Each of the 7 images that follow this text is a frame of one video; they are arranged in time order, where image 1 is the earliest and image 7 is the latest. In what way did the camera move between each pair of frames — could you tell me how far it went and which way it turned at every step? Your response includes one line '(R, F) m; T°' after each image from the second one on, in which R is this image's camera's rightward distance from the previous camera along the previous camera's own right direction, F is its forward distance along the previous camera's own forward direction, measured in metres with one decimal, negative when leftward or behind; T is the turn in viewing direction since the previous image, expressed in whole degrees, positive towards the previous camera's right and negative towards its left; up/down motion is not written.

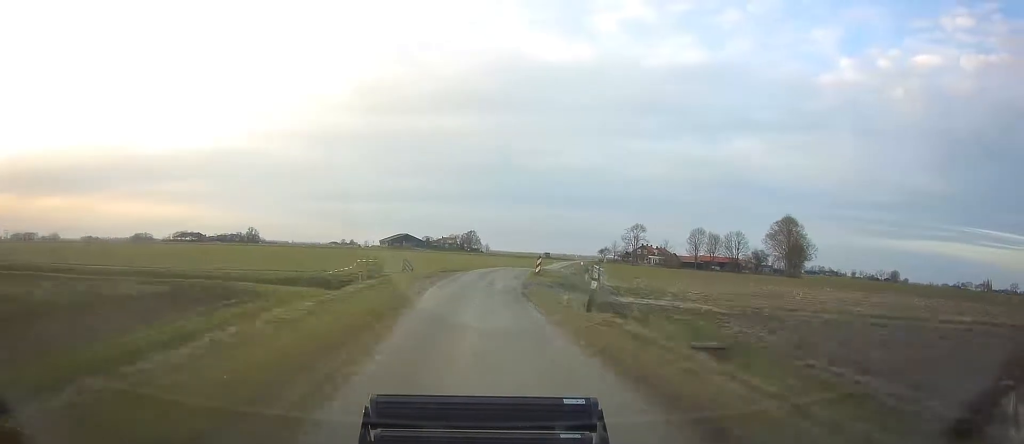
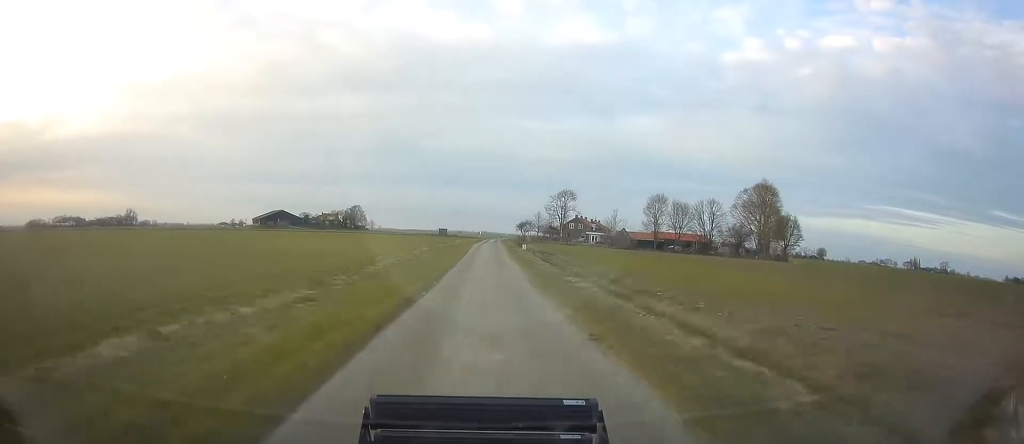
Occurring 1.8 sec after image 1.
(+3.9, +59.2) m; +8°
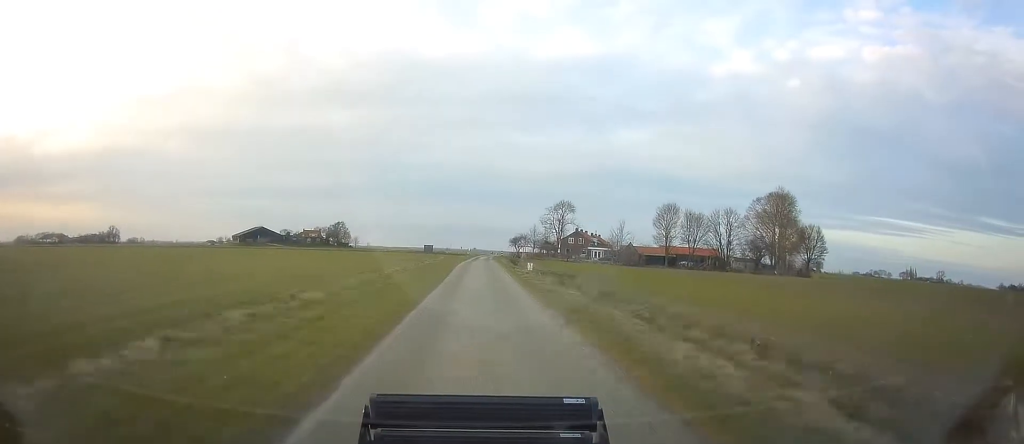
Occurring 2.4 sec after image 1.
(+0.6, +18.0) m; +1°
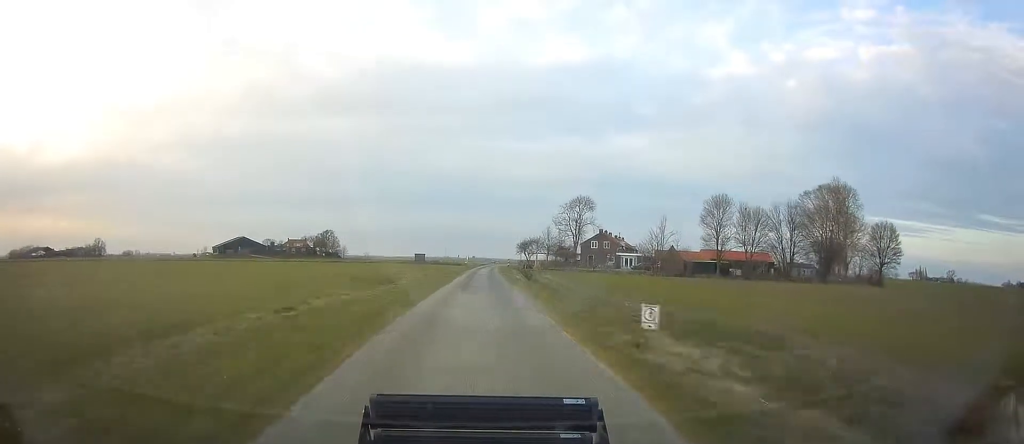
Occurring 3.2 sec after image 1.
(+0.5, +28.5) m; +1°
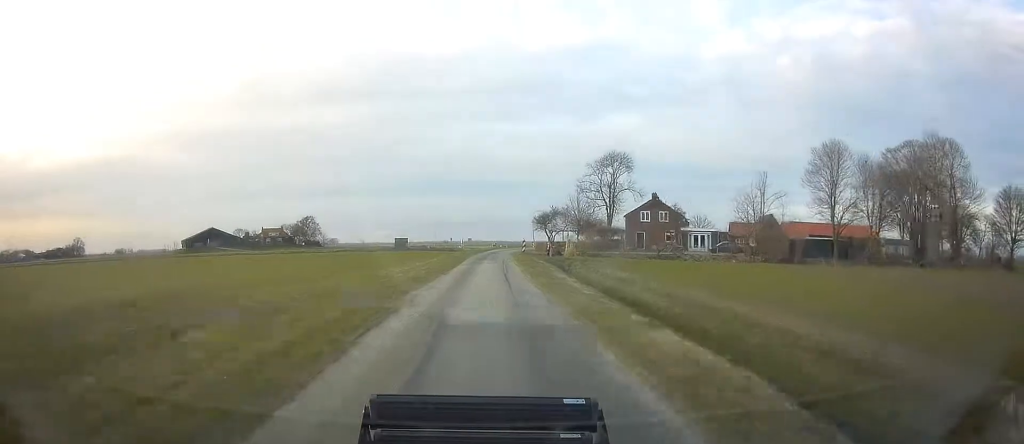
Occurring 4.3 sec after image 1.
(+0.2, +36.6) m; +1°
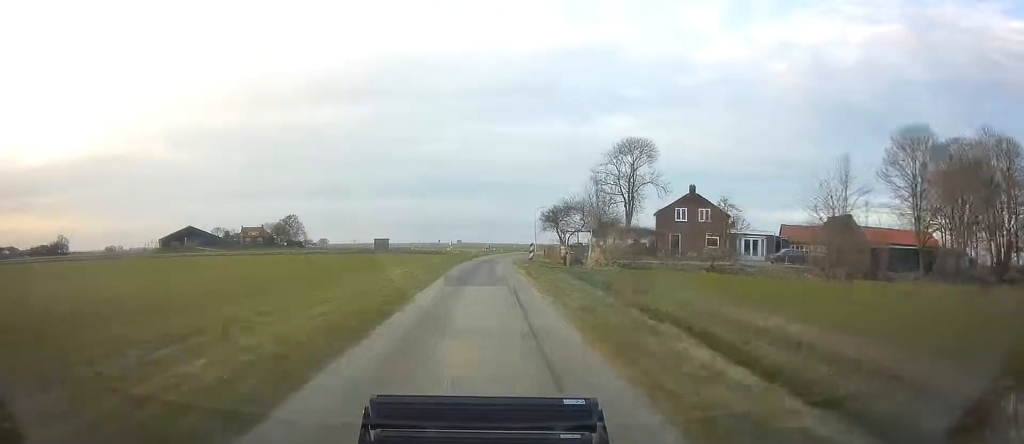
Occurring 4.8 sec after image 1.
(-0.1, +18.1) m; +1°
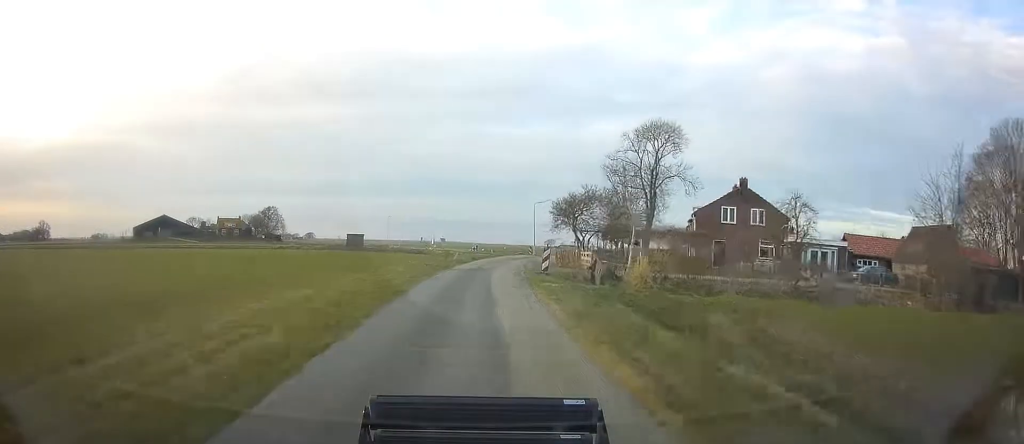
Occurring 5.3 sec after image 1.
(+0.2, +14.1) m; +2°
